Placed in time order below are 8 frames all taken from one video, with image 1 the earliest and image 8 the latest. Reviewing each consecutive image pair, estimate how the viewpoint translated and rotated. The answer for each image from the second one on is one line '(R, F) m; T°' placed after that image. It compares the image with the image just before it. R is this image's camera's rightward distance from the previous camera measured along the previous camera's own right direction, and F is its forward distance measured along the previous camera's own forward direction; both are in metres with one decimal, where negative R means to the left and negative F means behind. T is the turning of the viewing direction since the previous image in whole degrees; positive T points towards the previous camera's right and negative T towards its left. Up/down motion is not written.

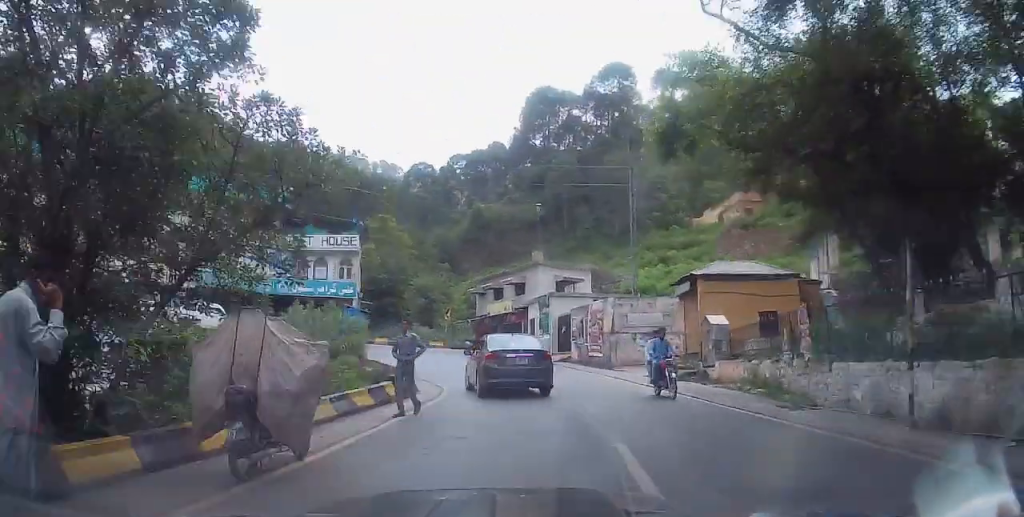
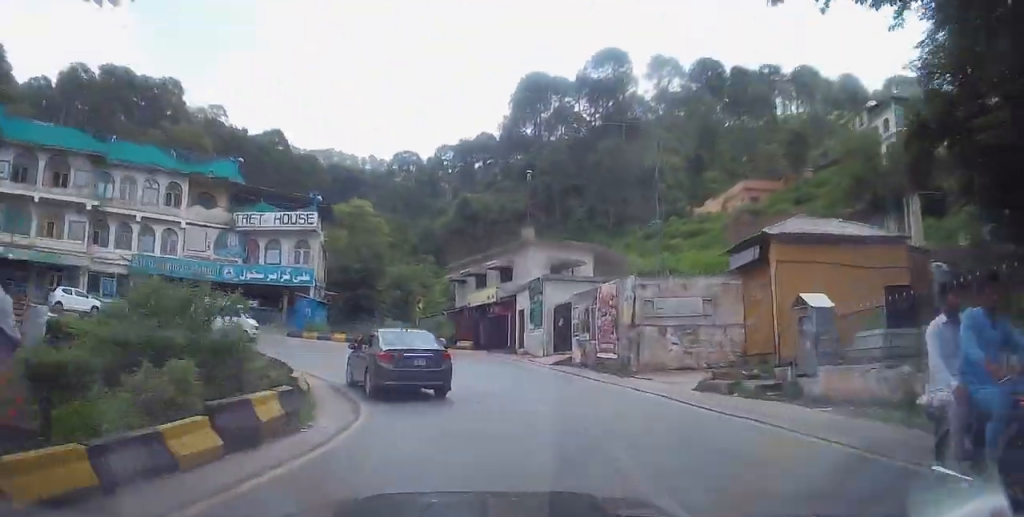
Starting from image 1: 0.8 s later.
(-0.3, +8.0) m; -2°
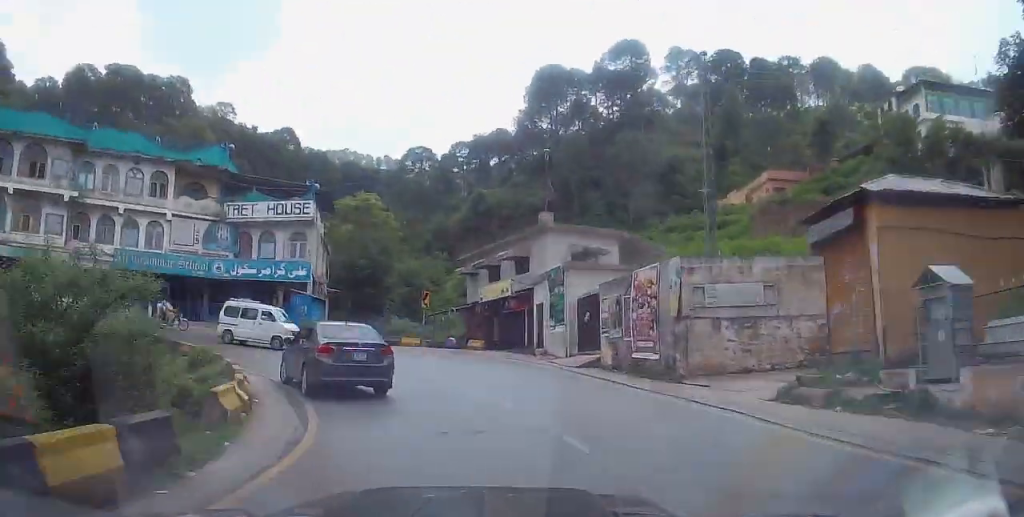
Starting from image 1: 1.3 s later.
(+0.4, +4.2) m; -4°
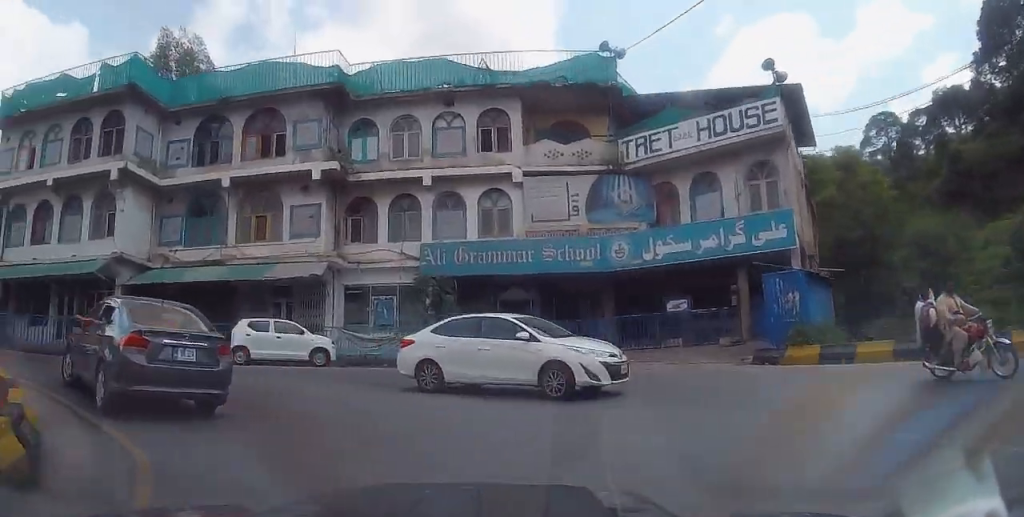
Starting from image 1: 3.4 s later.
(-5.4, +18.2) m; -42°
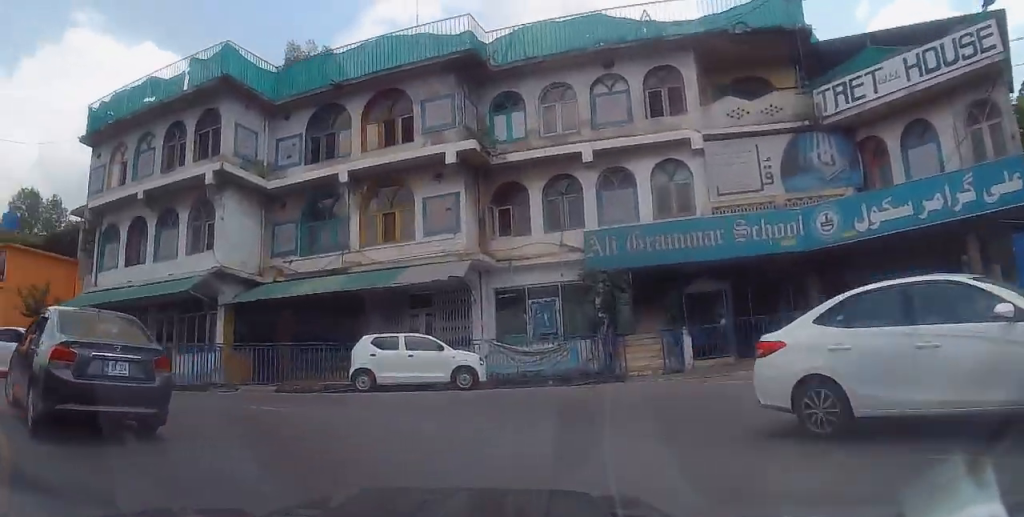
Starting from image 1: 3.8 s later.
(-0.3, +3.9) m; -14°
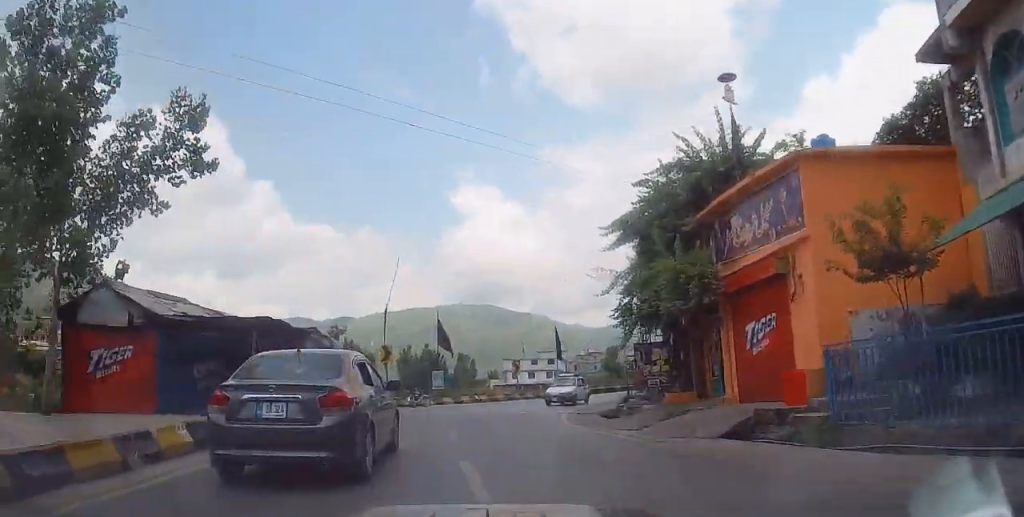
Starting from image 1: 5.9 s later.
(-8.5, +10.9) m; -73°
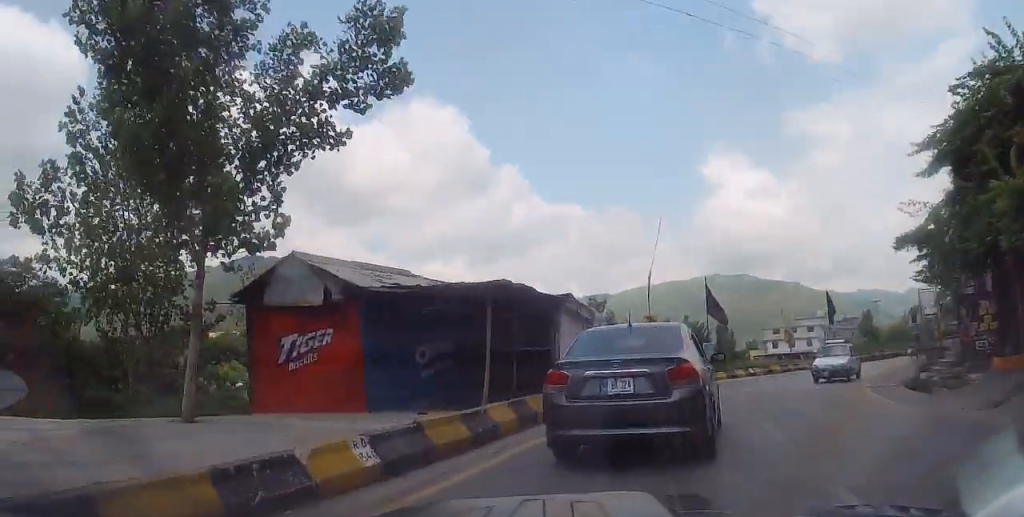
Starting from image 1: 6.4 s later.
(-0.8, +3.4) m; -9°
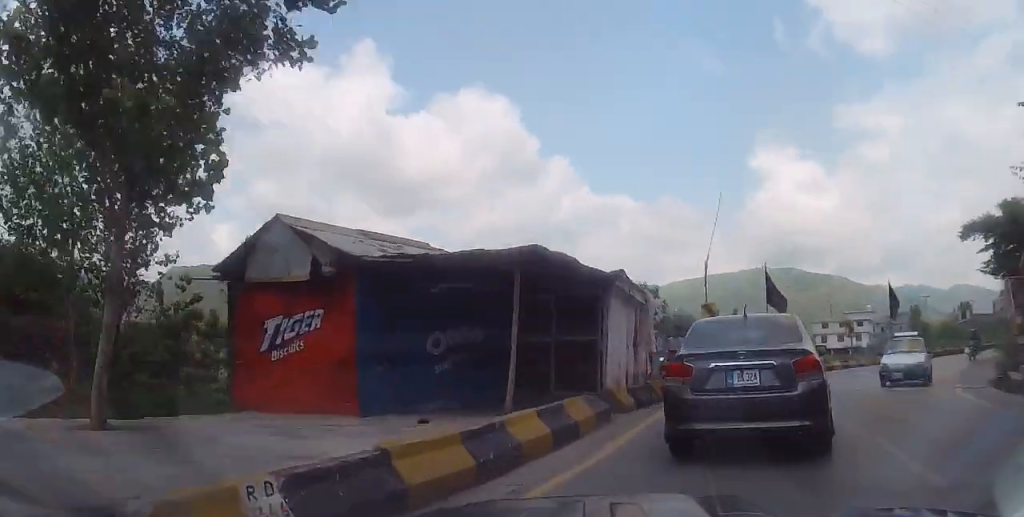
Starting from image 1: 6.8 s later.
(-0.2, +2.6) m; -3°
